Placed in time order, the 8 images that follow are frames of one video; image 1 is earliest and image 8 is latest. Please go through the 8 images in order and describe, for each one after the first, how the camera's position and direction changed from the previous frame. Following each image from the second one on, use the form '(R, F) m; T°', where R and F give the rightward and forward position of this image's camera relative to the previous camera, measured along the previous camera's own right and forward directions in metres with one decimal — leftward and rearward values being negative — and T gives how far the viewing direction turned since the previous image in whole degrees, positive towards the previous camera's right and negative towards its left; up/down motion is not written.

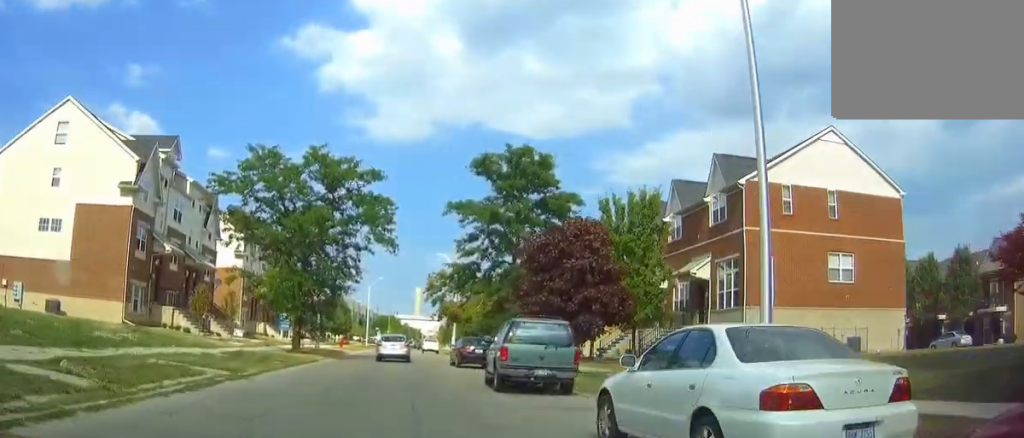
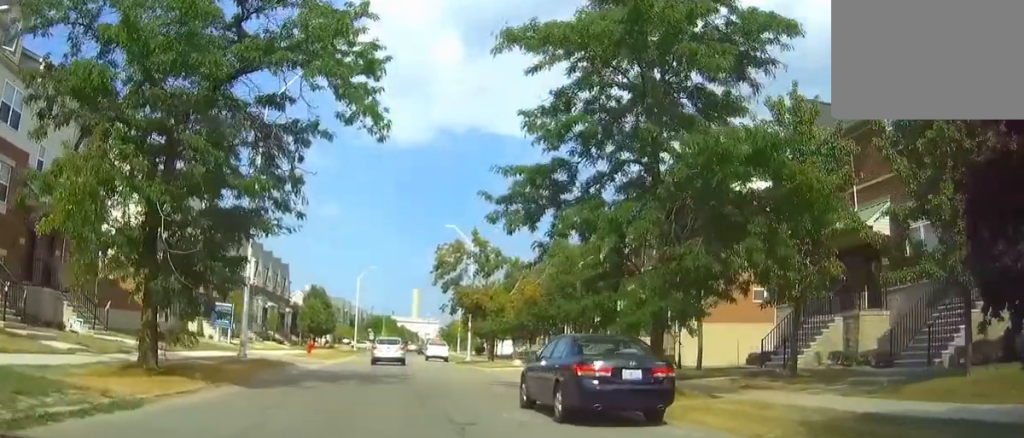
(-0.6, +23.3) m; -2°
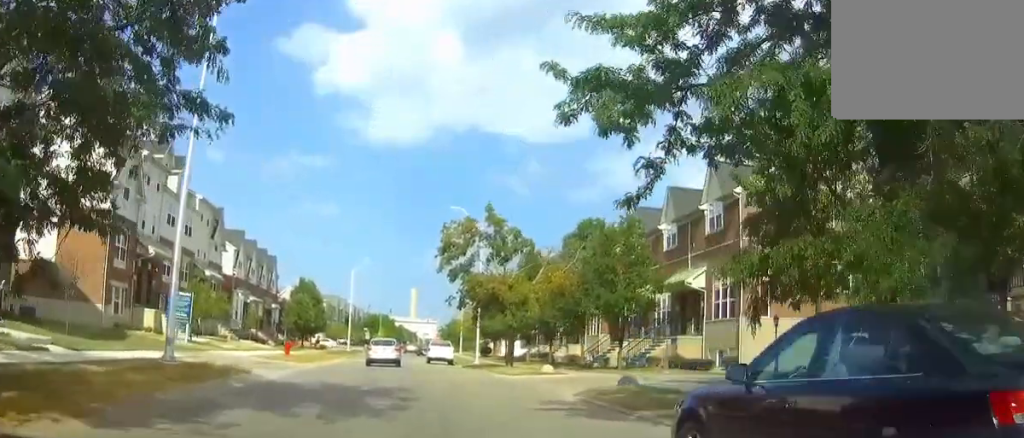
(0.0, +9.0) m; +1°
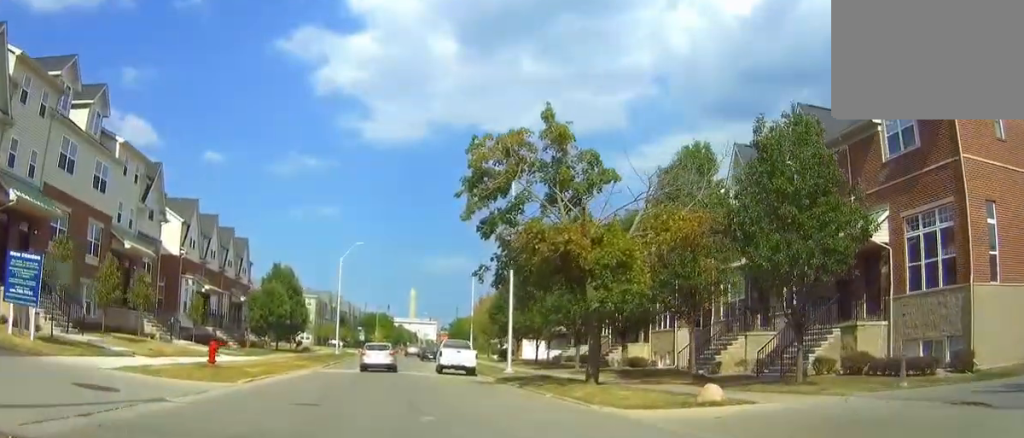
(+0.4, +16.7) m; +2°
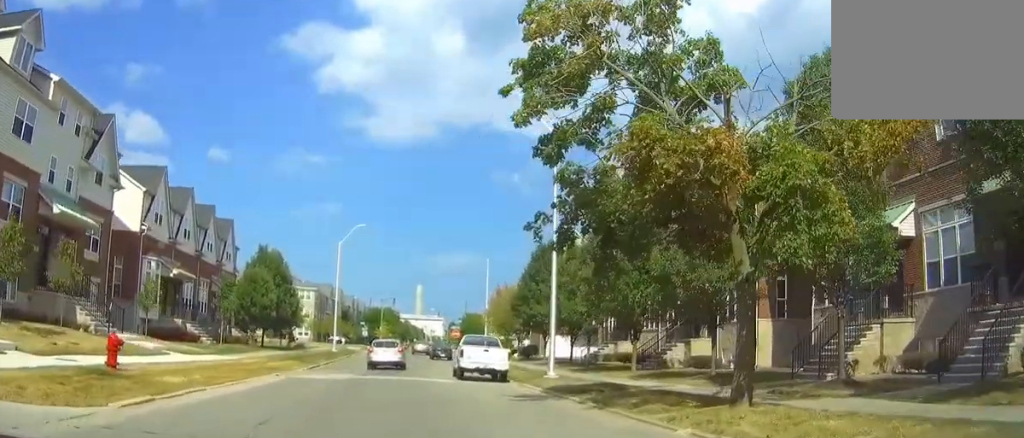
(0.0, +10.0) m; -1°
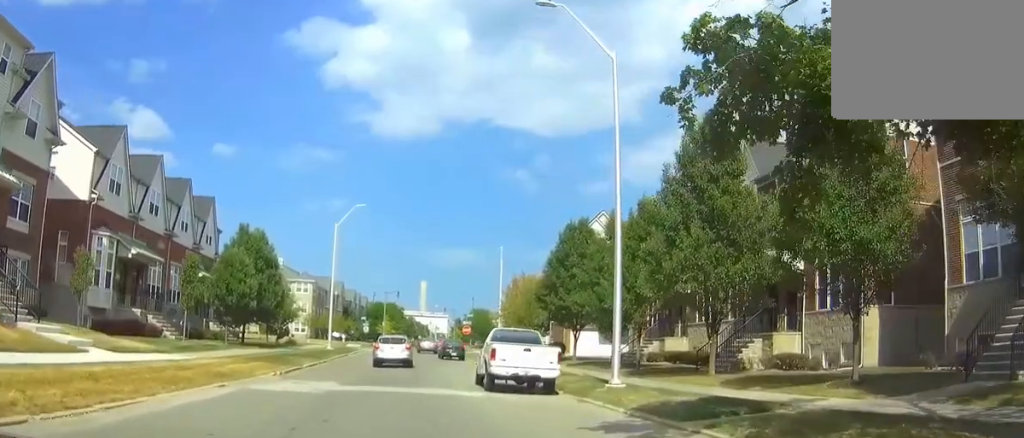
(-0.1, +8.5) m; -1°
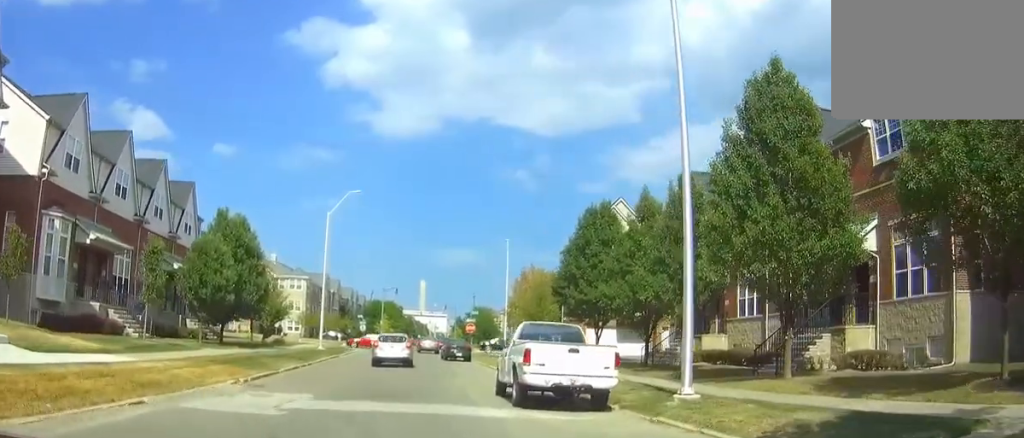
(0.0, +5.6) m; 0°
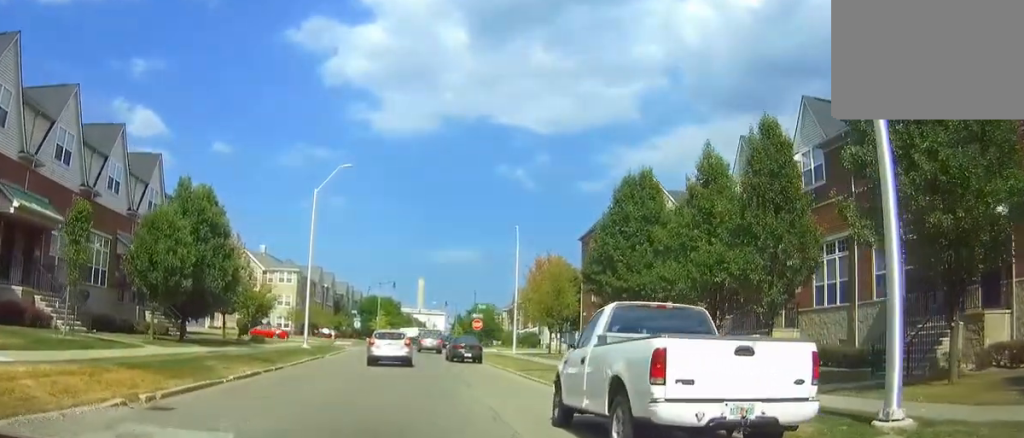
(0.0, +7.3) m; 0°
